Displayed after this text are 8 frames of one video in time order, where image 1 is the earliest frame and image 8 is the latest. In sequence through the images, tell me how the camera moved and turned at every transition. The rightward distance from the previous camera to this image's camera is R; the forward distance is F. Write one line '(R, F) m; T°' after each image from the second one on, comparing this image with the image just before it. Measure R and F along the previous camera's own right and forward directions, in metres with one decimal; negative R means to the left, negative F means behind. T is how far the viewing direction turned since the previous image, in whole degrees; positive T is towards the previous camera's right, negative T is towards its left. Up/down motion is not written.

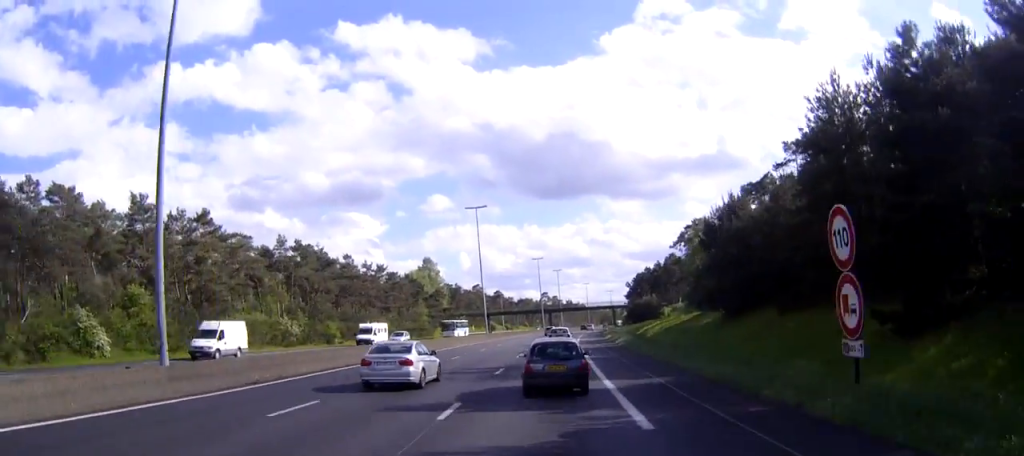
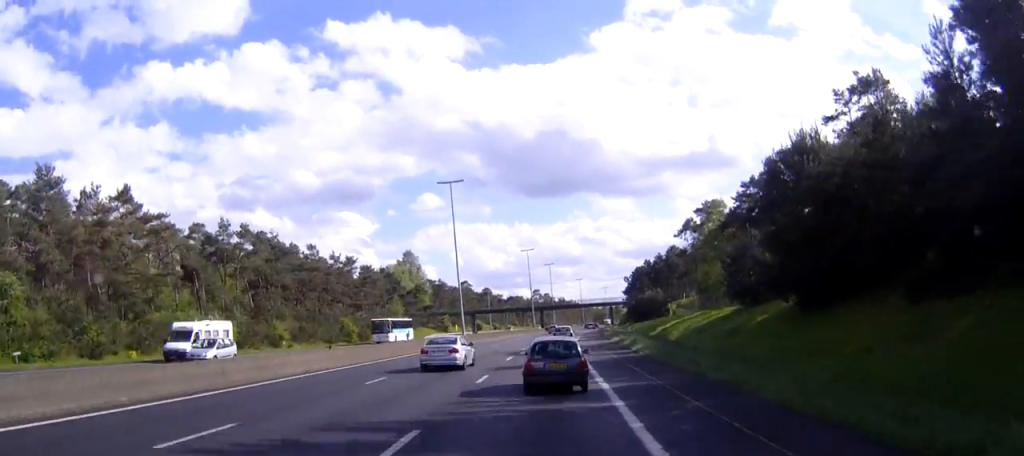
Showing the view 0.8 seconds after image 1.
(0.0, +17.4) m; 0°
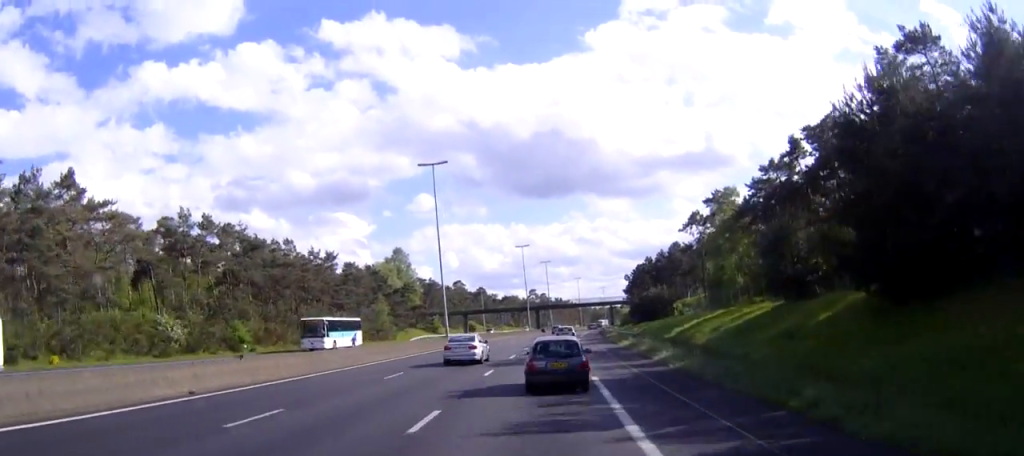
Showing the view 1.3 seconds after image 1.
(+0.1, +10.2) m; 0°
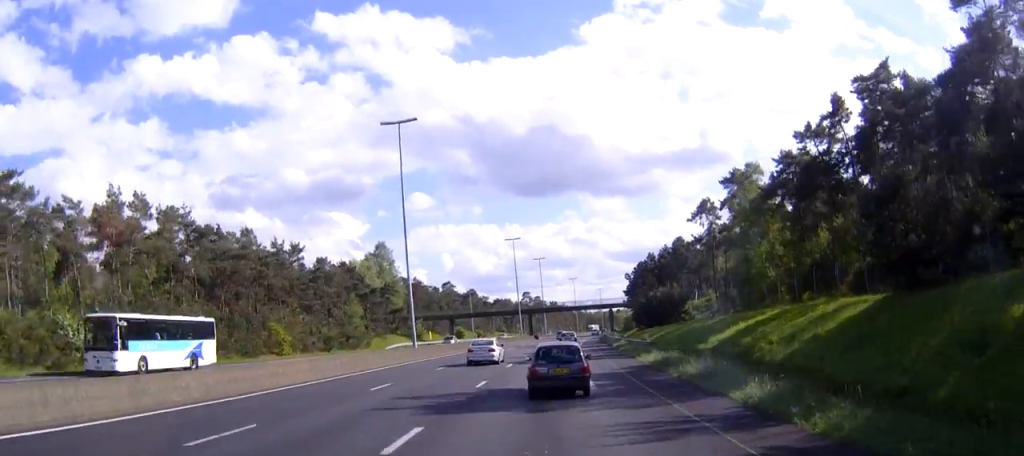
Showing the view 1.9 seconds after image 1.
(0.0, +14.5) m; 0°
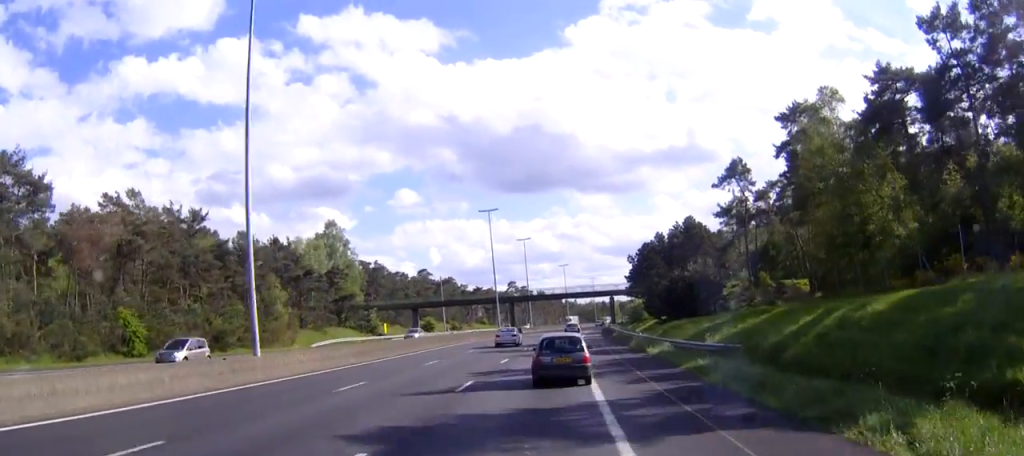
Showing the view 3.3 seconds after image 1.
(+0.2, +29.7) m; +1°
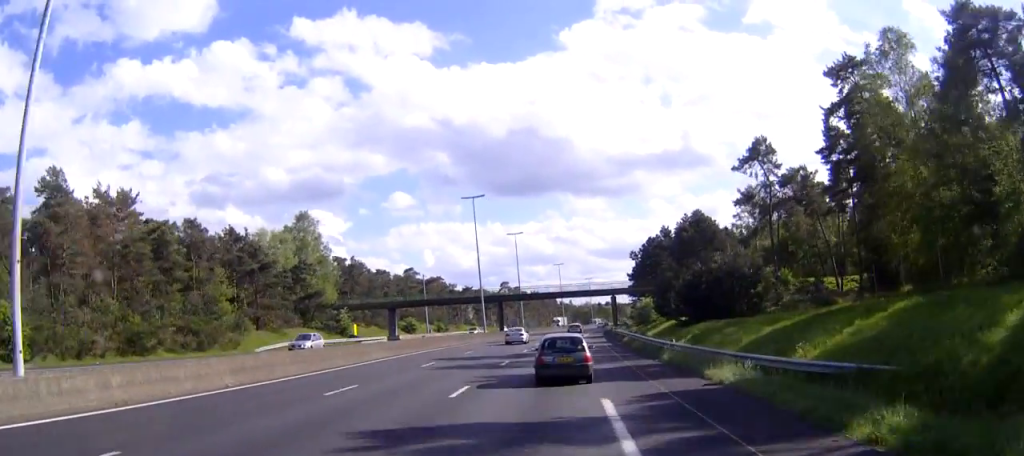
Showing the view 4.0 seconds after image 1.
(+0.1, +14.5) m; 0°
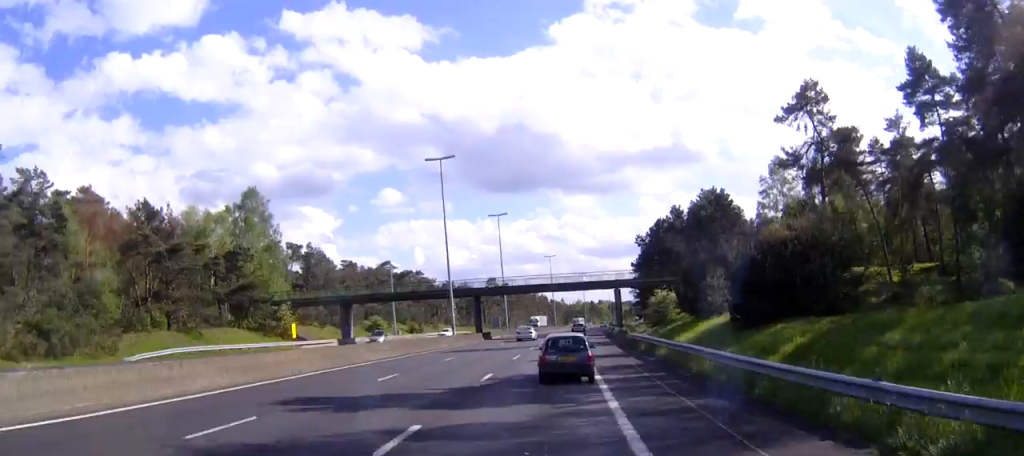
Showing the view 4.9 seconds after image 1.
(+0.1, +21.0) m; 0°
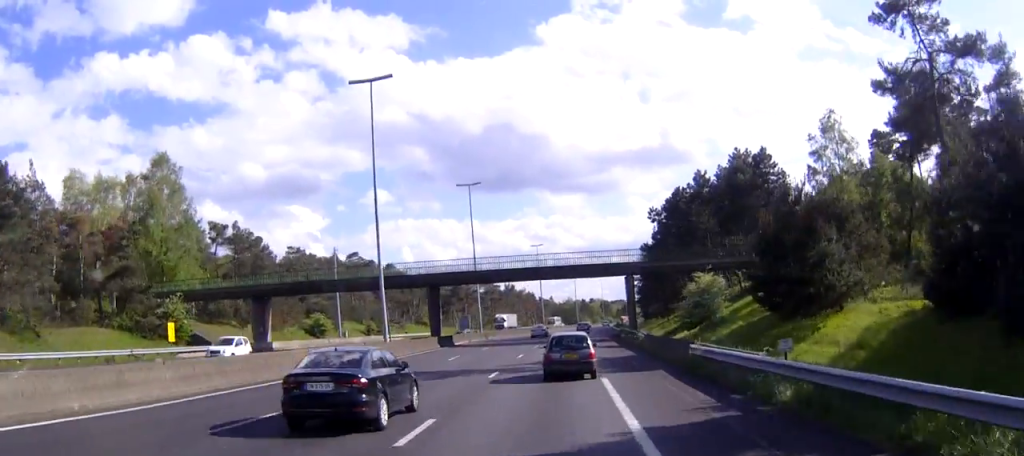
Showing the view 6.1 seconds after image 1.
(+0.1, +25.5) m; 0°
